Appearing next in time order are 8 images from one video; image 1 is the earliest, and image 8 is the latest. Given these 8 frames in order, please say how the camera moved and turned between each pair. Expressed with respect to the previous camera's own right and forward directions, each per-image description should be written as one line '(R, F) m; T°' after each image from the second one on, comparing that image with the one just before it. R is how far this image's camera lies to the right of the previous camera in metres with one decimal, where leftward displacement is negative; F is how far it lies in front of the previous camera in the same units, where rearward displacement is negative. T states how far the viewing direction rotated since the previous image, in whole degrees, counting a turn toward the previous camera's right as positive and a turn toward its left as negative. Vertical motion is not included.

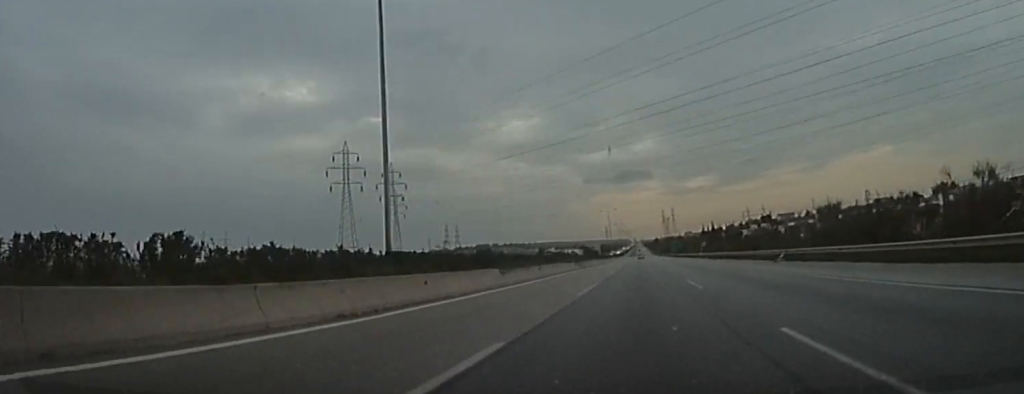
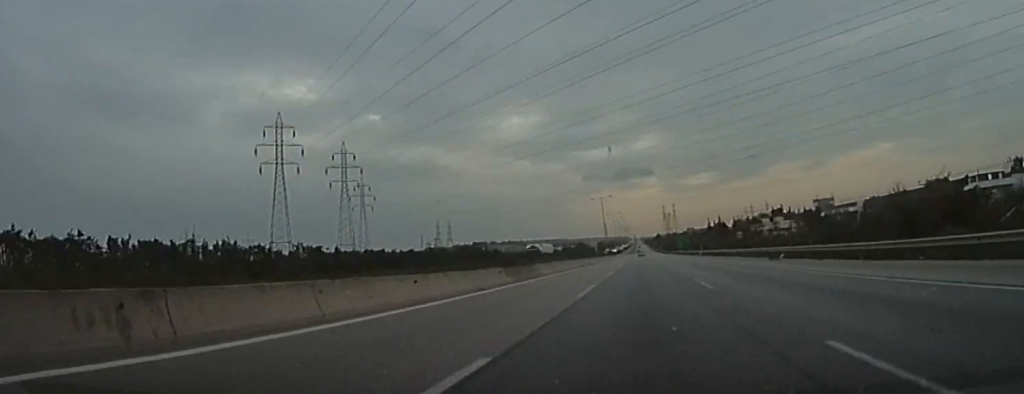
(0.0, +31.1) m; 0°
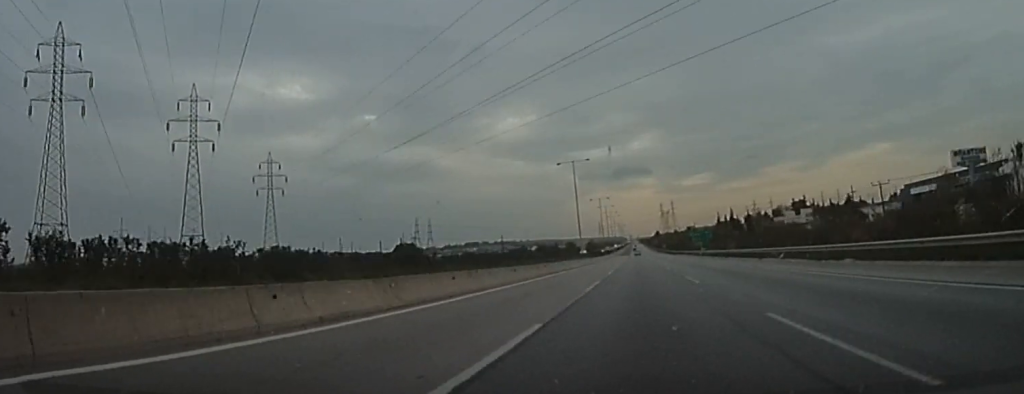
(-0.6, +67.7) m; -1°
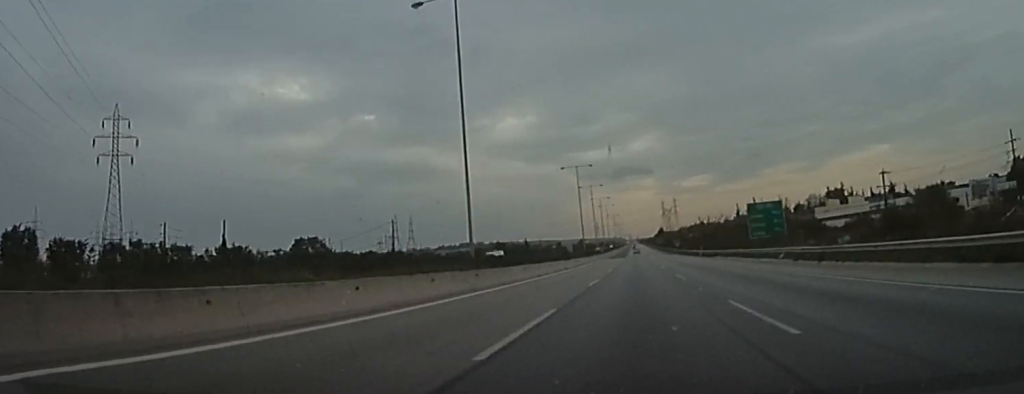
(0.0, +73.8) m; 0°
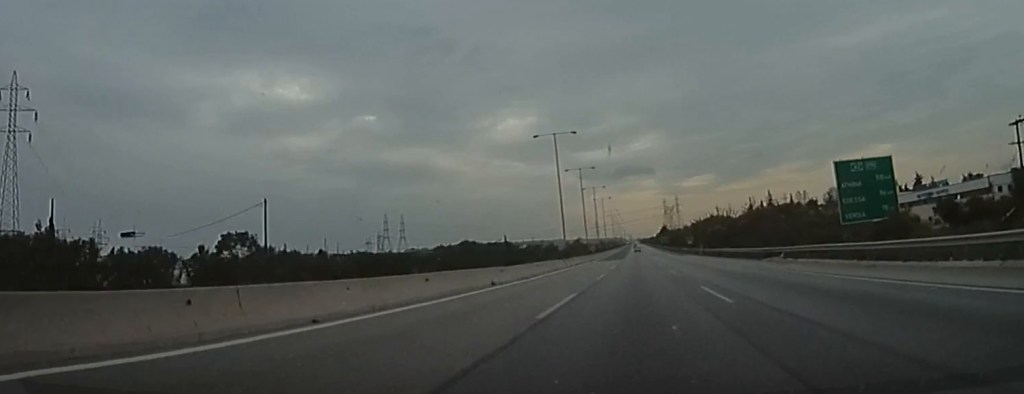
(+0.1, +33.3) m; 0°
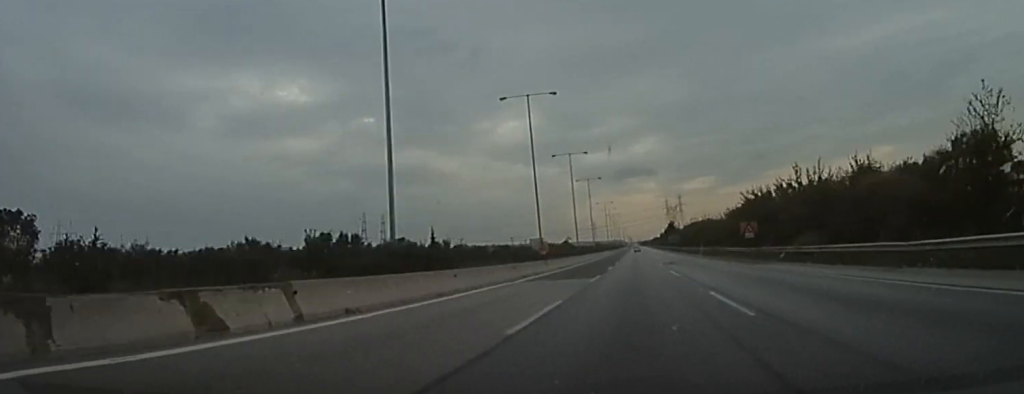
(+0.5, +55.3) m; 0°
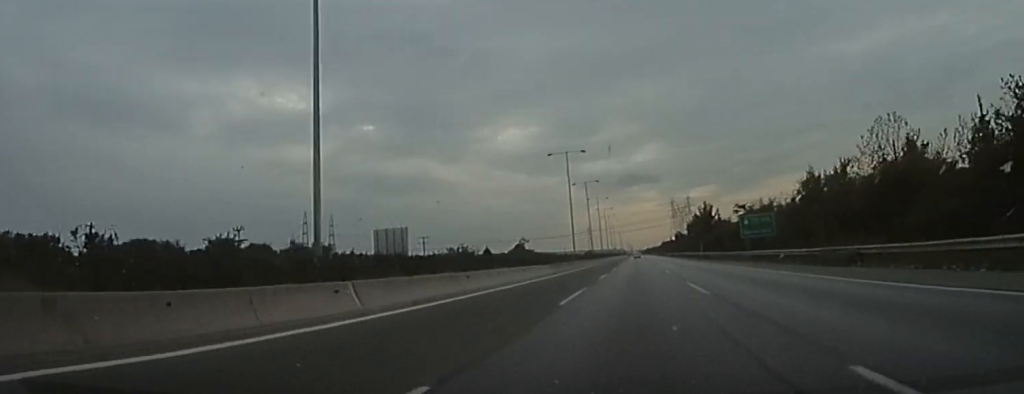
(-1.1, +107.6) m; 0°
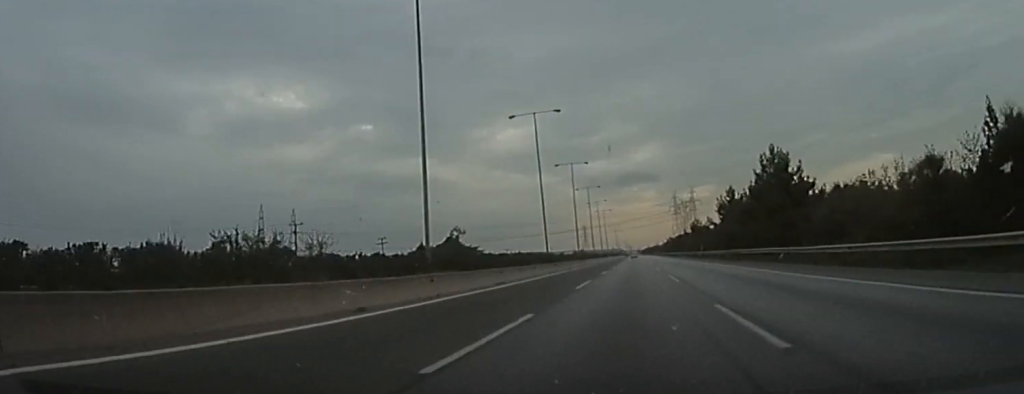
(+0.6, +66.5) m; +1°
